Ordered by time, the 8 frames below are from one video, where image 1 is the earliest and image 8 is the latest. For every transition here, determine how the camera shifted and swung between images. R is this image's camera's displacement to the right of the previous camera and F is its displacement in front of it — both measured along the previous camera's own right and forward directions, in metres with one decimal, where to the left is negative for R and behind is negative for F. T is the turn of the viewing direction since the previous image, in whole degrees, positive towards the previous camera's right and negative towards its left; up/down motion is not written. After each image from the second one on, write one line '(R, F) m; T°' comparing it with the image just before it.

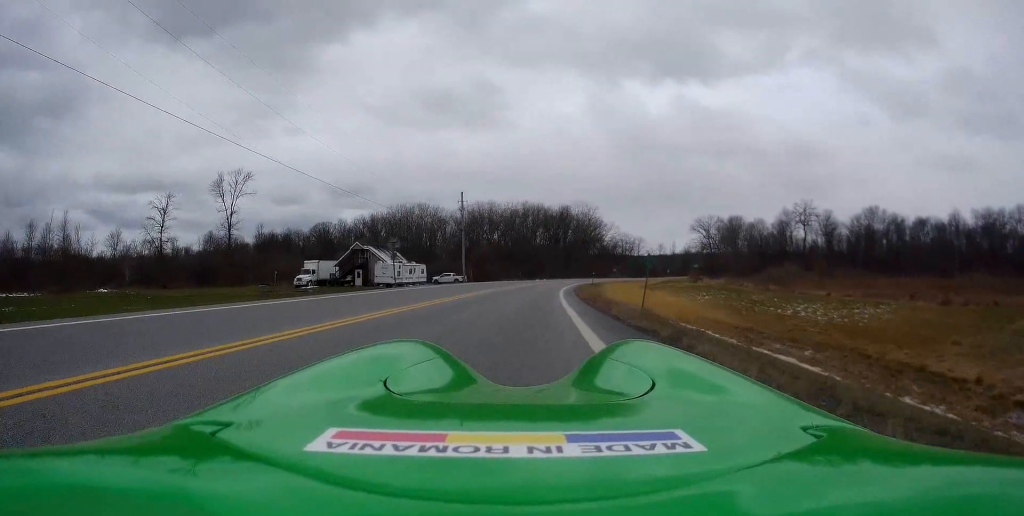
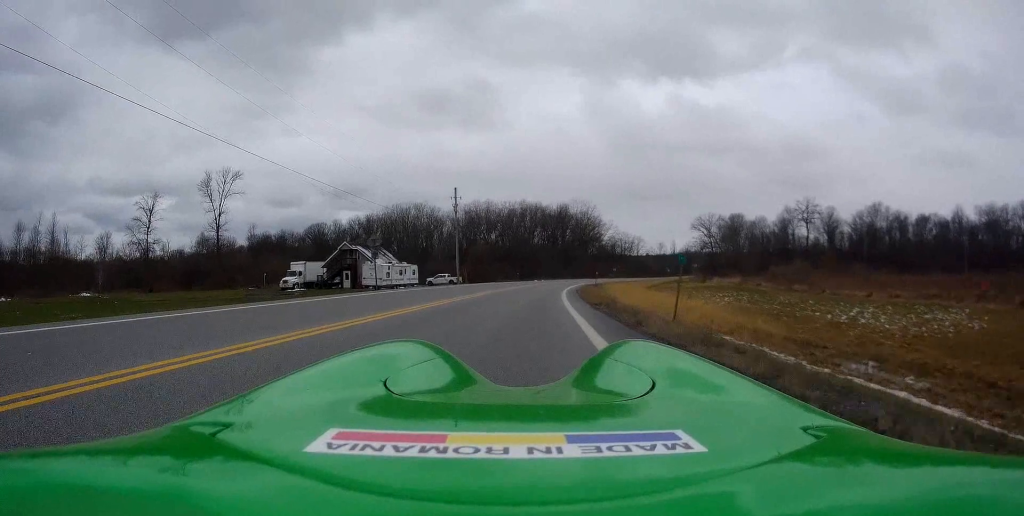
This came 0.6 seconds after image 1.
(0.0, +4.1) m; -3°
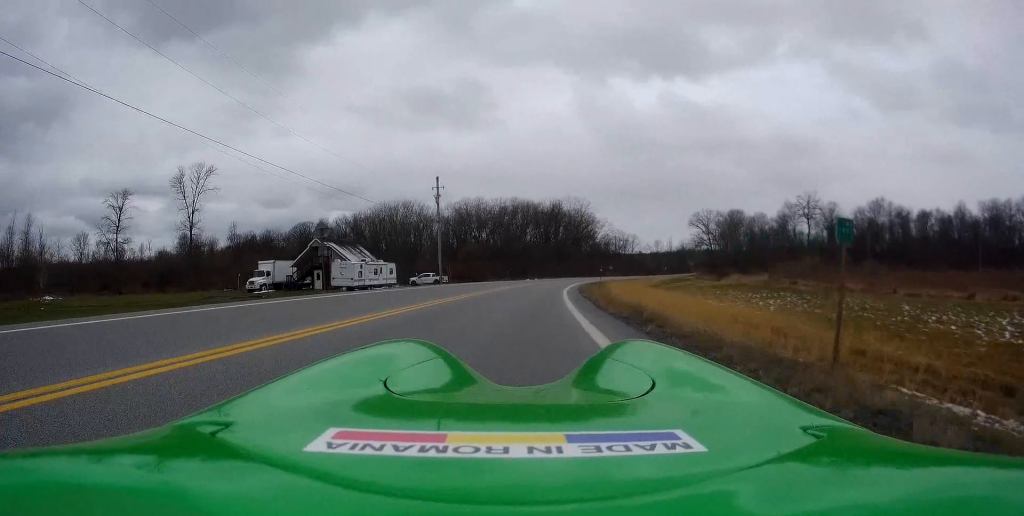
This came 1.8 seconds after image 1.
(-0.5, +7.4) m; -1°
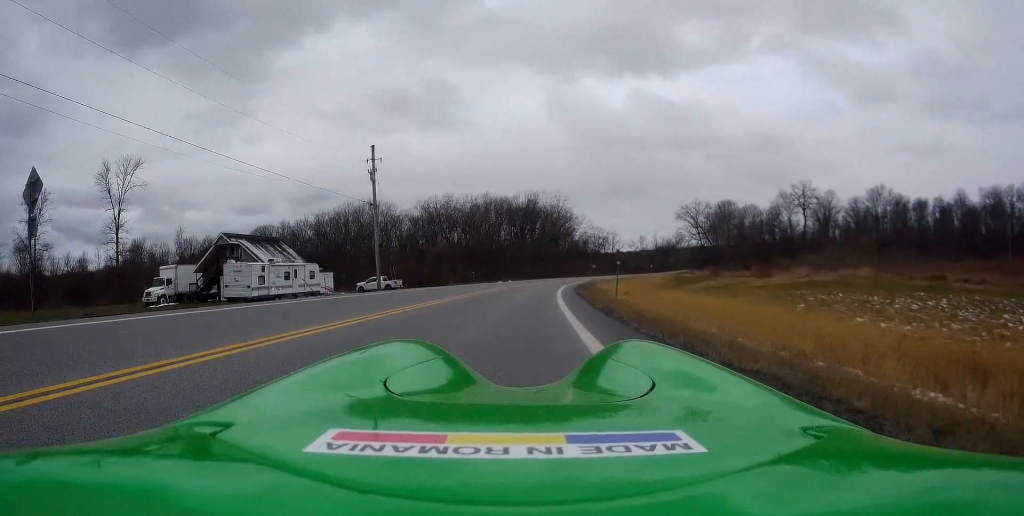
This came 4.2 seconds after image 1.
(+2.4, +16.5) m; +8°
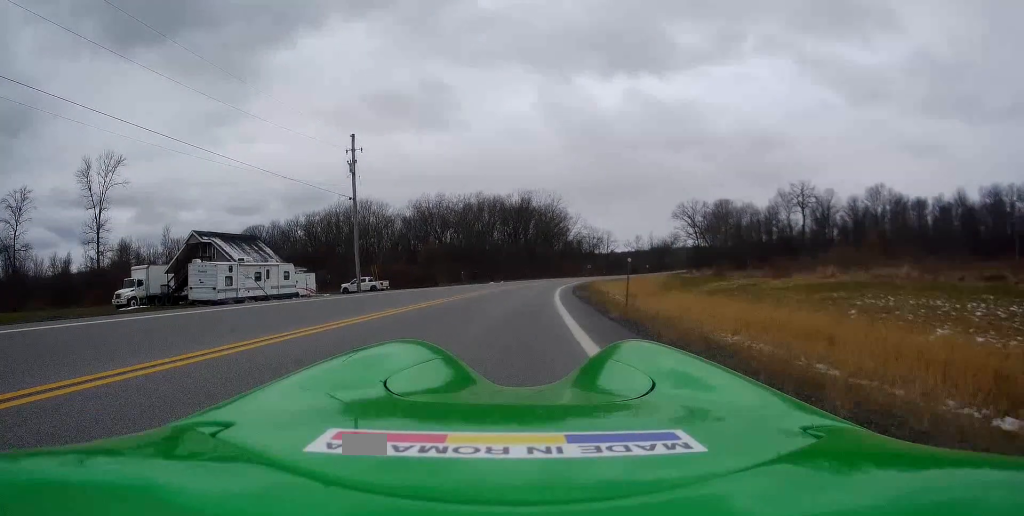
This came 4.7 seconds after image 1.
(-0.2, +3.8) m; -2°
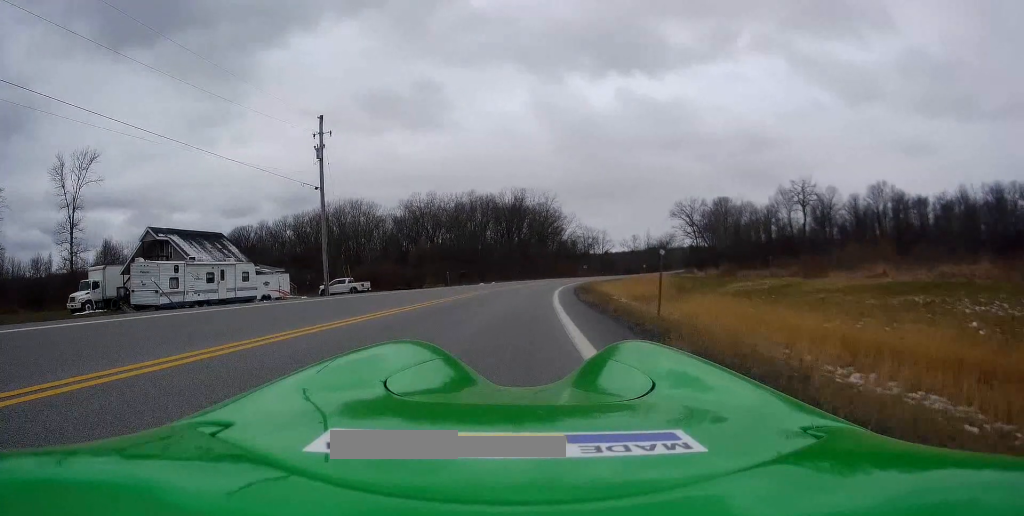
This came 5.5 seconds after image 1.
(-0.1, +5.4) m; +2°
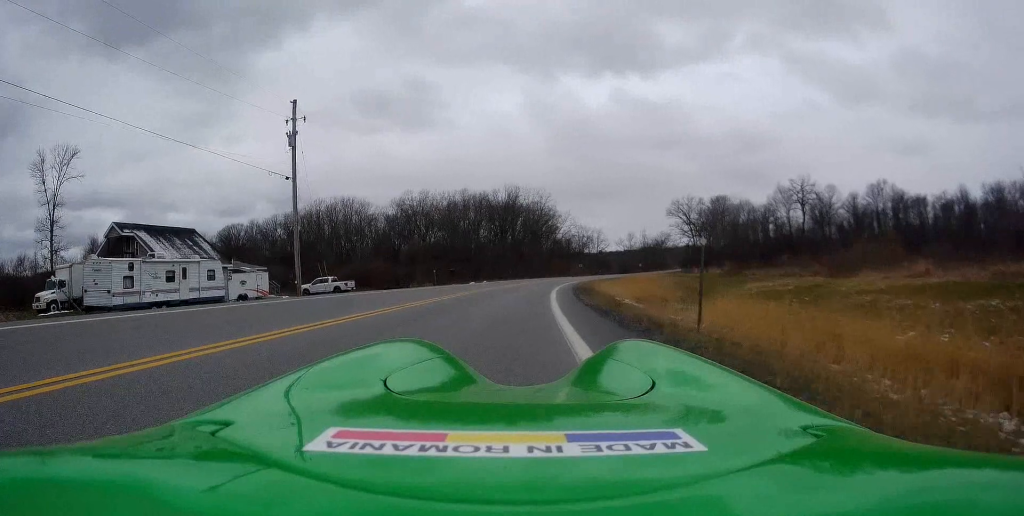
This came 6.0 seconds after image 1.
(0.0, +3.6) m; +2°
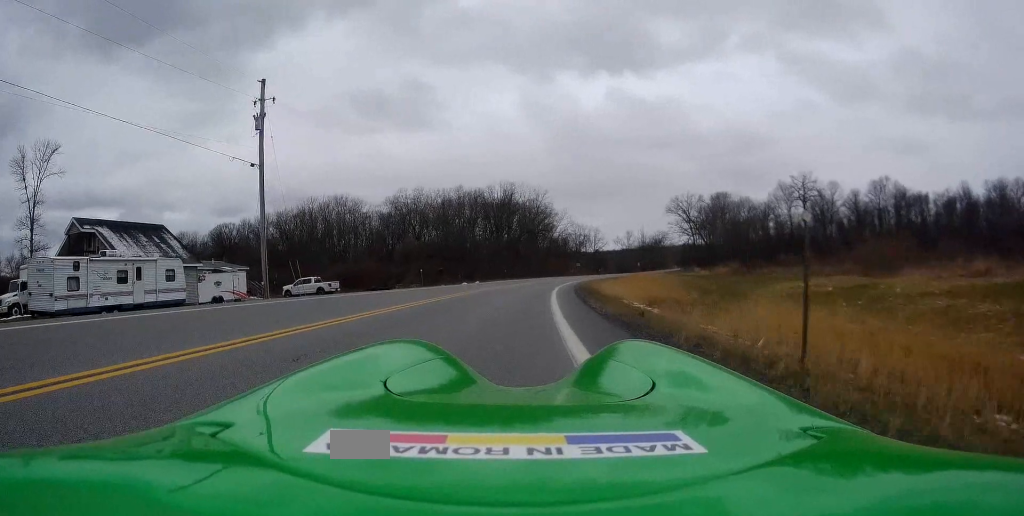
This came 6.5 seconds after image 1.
(+0.3, +3.9) m; +2°
